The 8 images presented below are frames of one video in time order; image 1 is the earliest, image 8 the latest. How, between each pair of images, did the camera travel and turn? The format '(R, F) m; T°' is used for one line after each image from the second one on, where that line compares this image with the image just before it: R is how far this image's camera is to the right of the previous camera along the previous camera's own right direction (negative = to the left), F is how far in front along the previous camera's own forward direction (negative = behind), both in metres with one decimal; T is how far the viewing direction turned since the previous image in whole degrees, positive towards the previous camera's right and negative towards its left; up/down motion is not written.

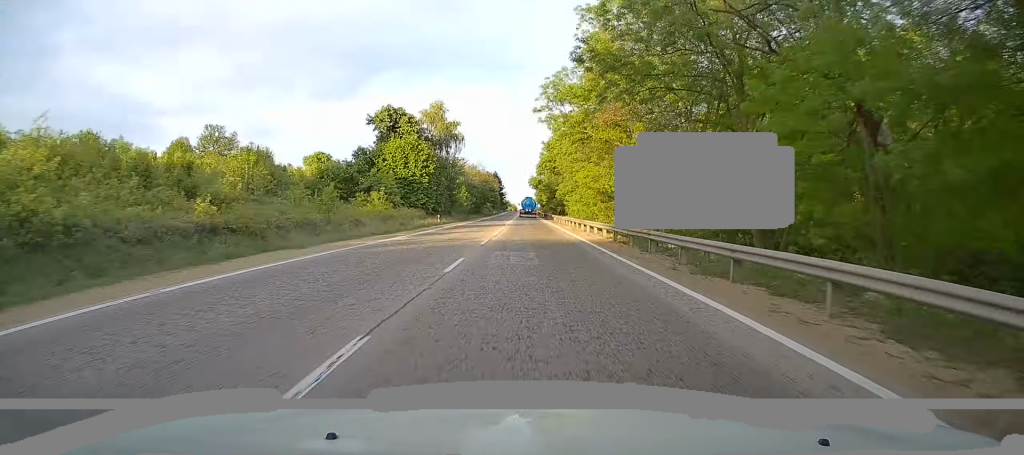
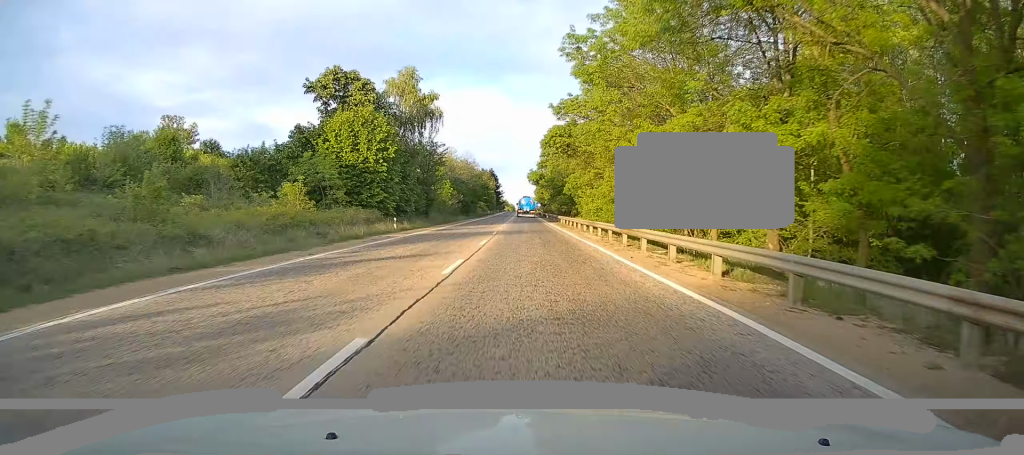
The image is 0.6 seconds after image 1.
(+0.2, +18.0) m; 0°
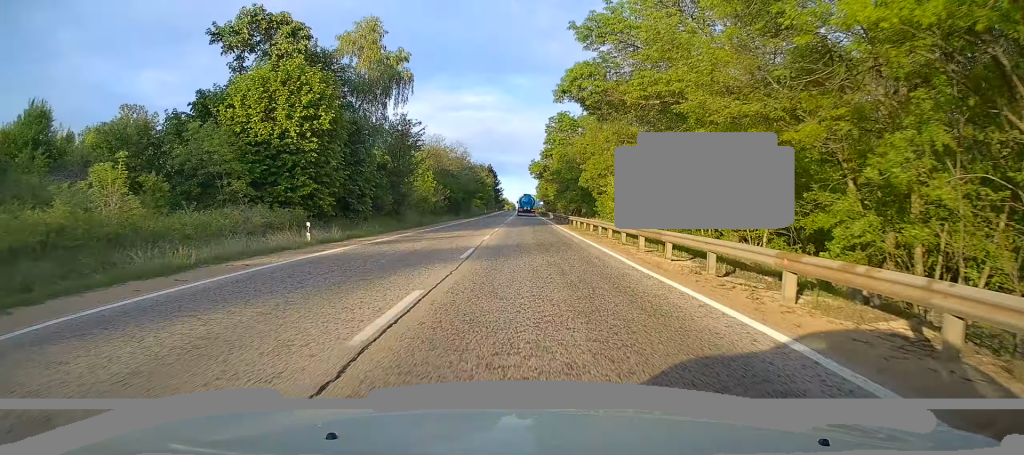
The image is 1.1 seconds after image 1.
(+0.1, +14.9) m; 0°
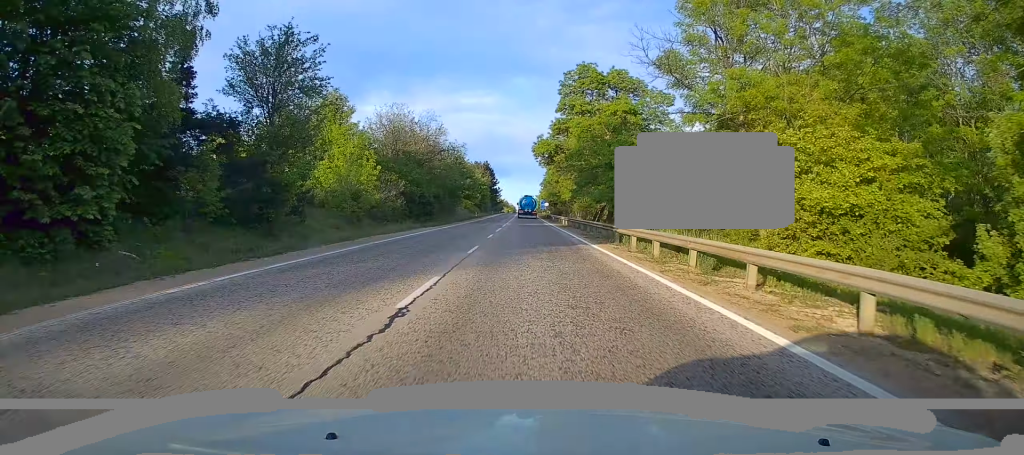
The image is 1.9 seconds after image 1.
(0.0, +24.9) m; -1°
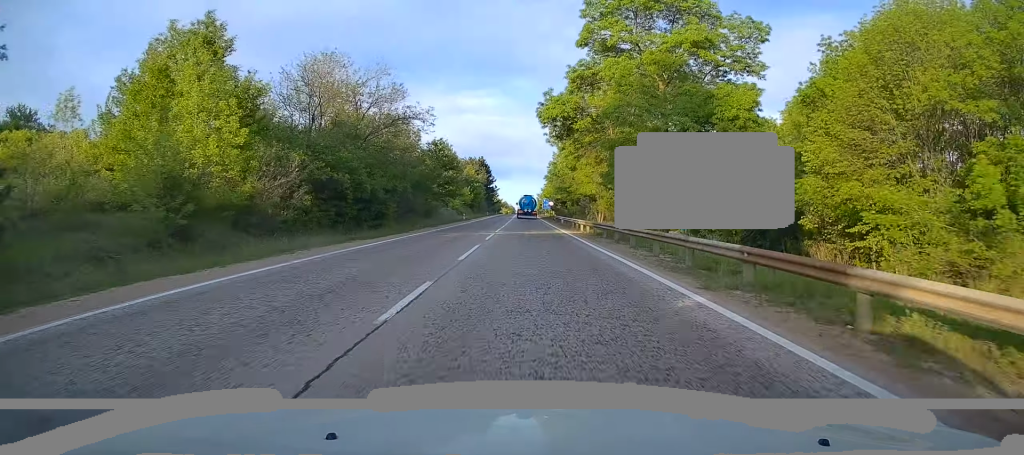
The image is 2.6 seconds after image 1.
(-0.3, +18.9) m; 0°
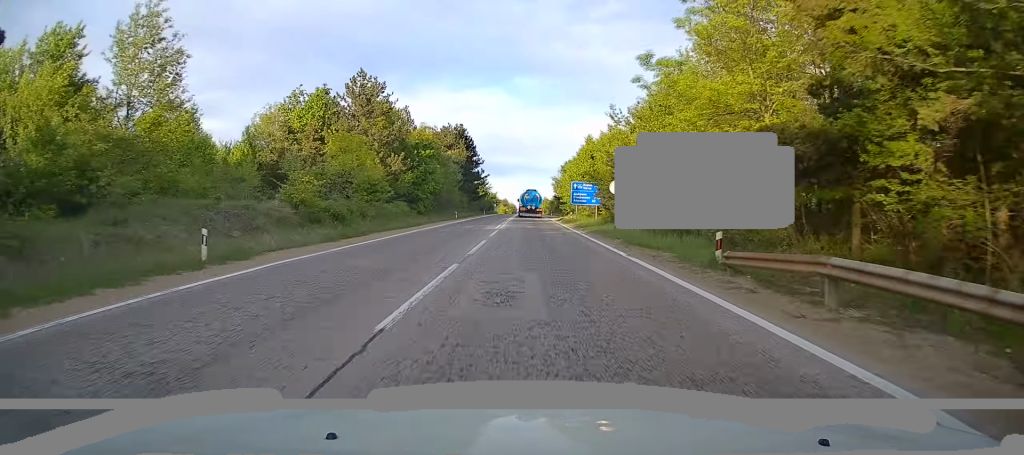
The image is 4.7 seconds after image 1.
(+0.3, +63.9) m; 0°
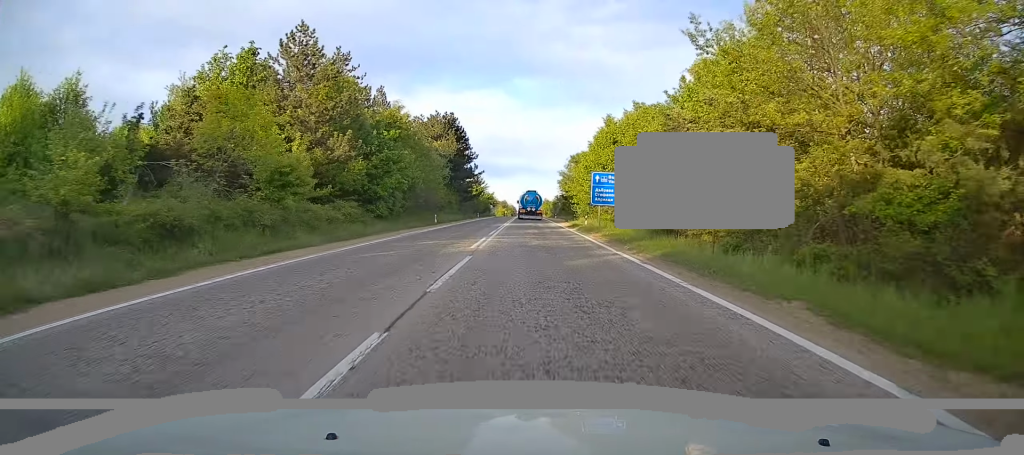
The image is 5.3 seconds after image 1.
(0.0, +15.1) m; 0°
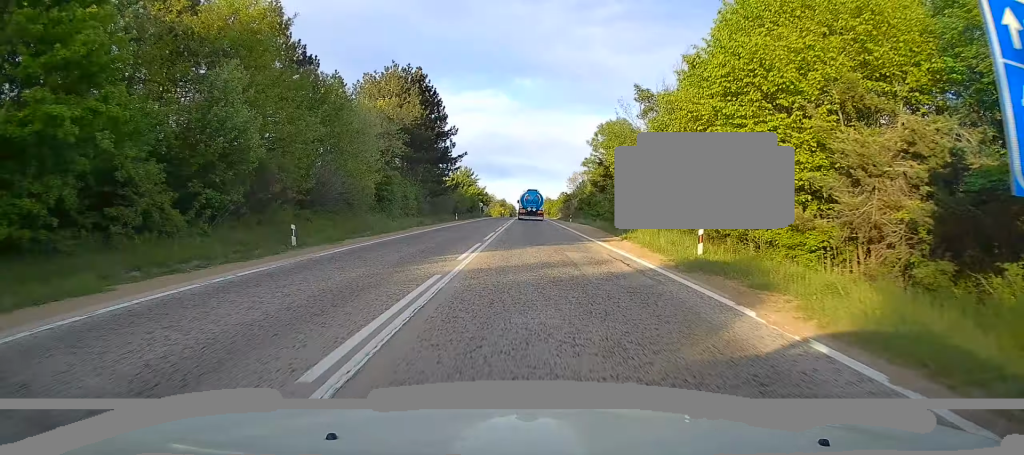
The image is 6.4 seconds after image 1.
(+0.1, +31.1) m; 0°
